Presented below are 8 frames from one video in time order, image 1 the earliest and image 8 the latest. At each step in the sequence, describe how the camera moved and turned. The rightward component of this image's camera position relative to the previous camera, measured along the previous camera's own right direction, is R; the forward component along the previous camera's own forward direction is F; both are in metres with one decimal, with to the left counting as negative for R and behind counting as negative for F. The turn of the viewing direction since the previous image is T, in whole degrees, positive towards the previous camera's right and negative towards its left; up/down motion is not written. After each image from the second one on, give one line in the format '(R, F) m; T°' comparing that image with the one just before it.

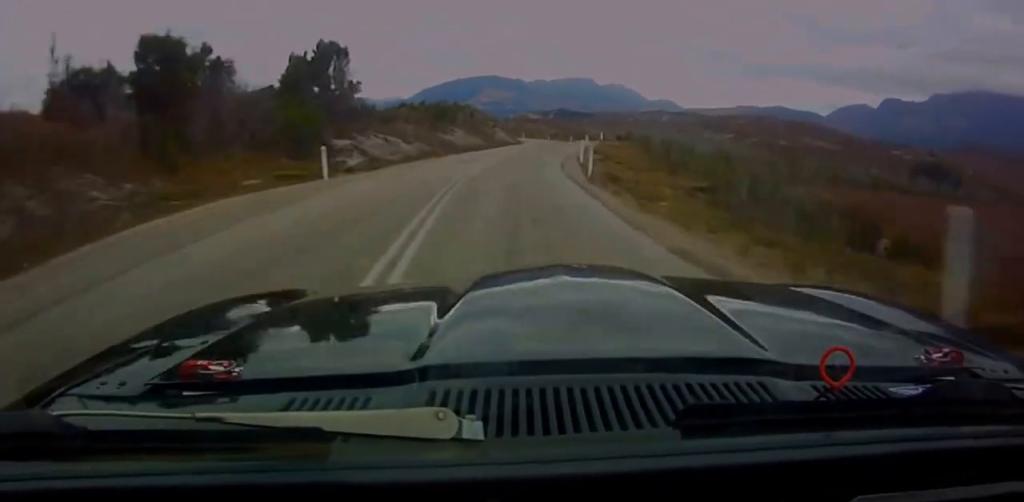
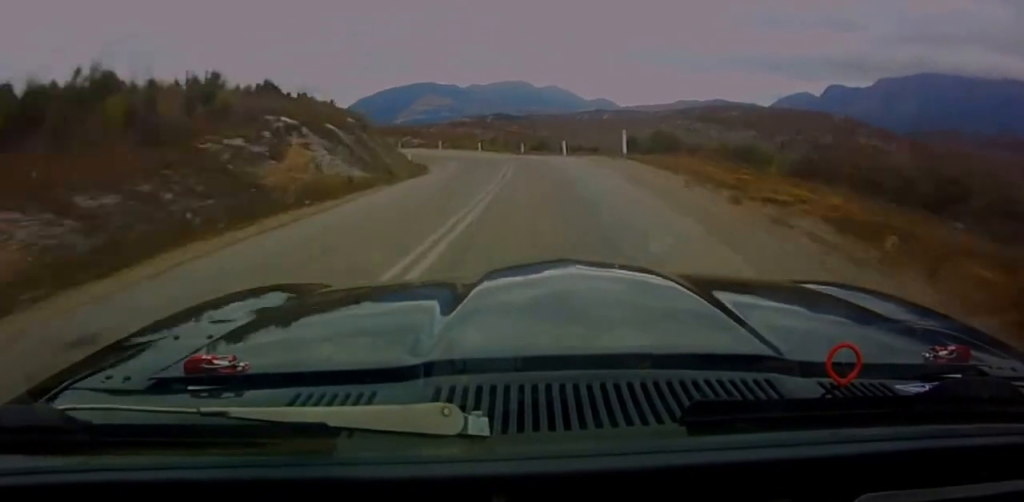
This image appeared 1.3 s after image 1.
(+0.3, +47.6) m; -4°
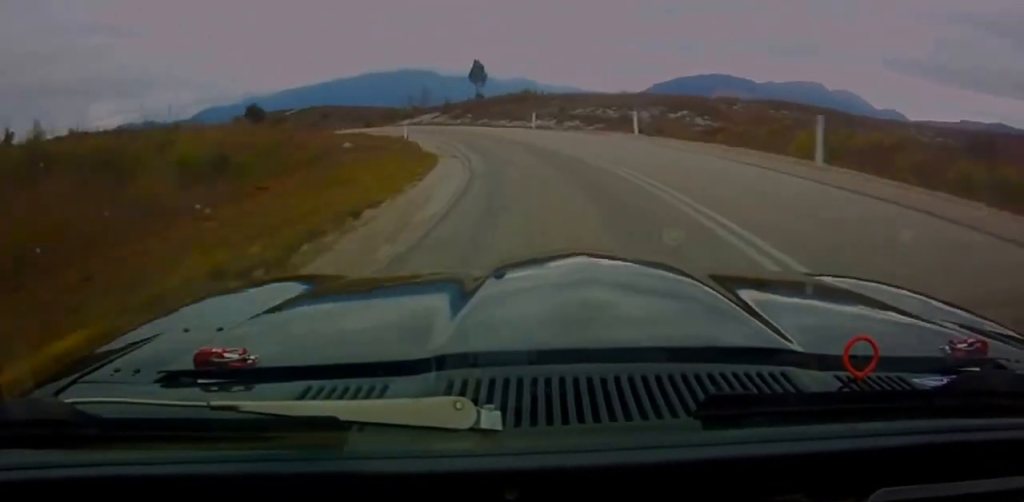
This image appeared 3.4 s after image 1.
(-13.6, +69.2) m; -24°
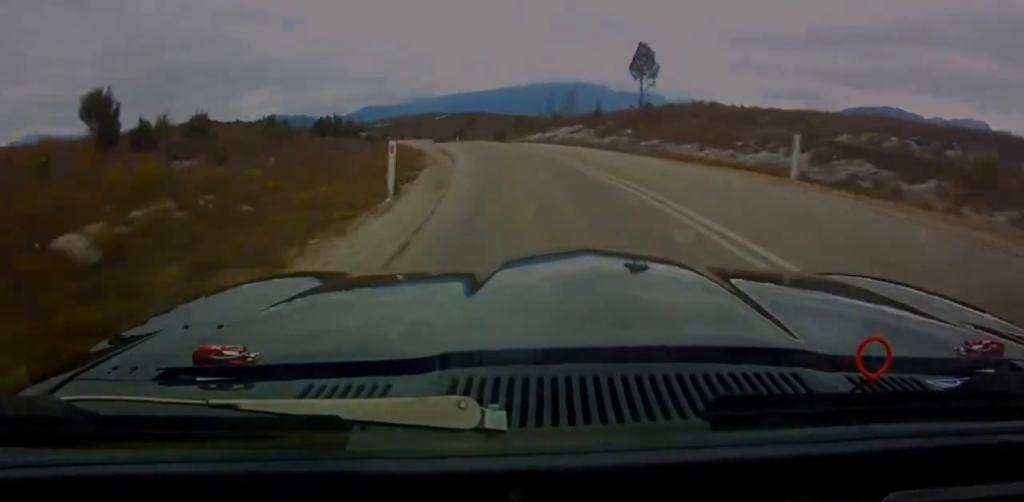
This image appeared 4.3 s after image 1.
(-2.1, +28.8) m; -10°
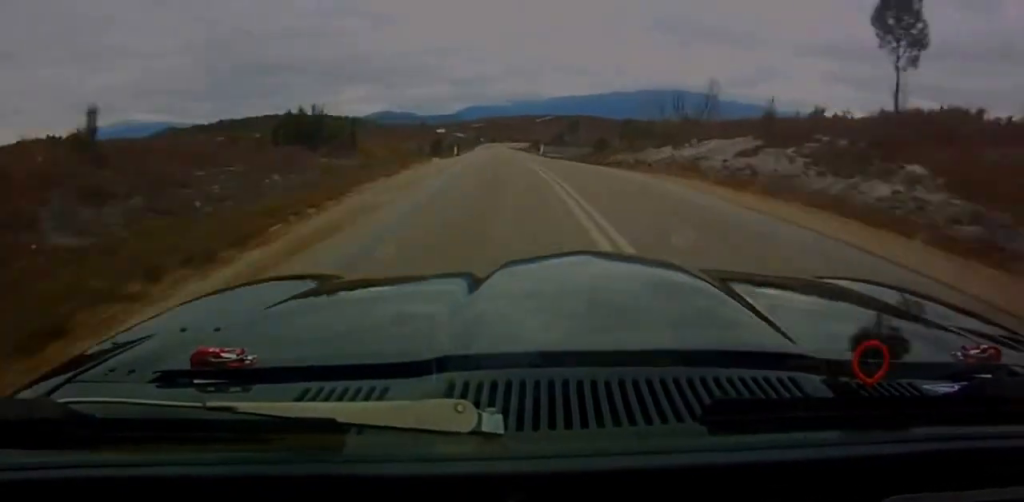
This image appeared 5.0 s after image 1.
(-2.4, +28.4) m; -8°
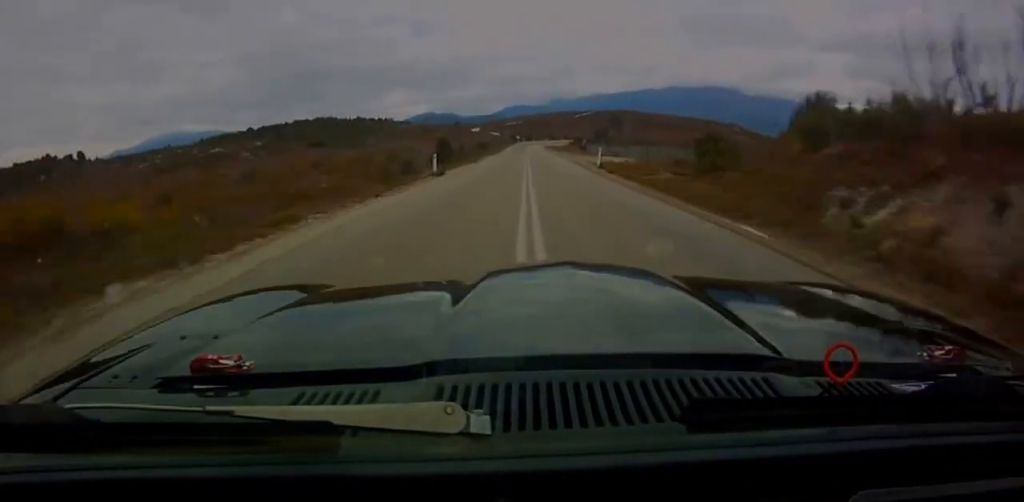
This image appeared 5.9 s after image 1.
(-2.9, +34.6) m; -5°
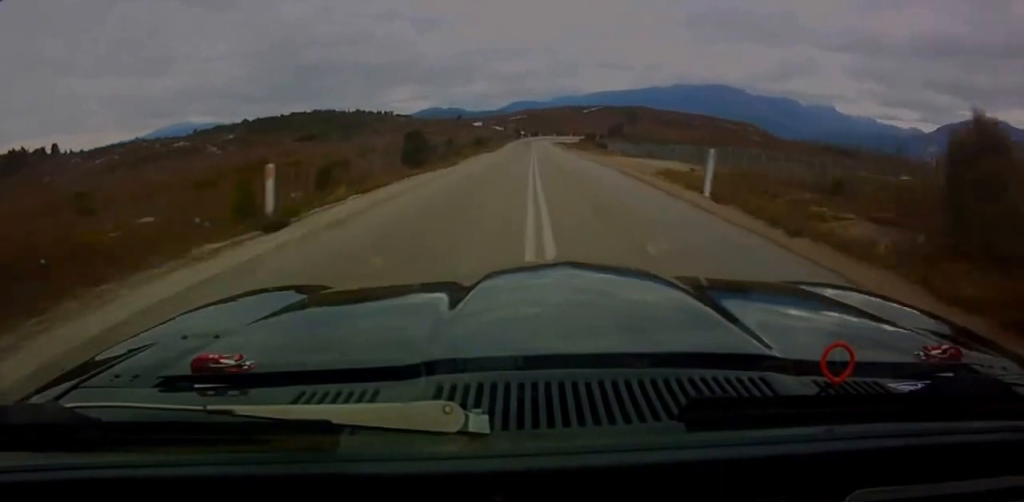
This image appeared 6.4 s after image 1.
(-0.7, +22.3) m; -1°
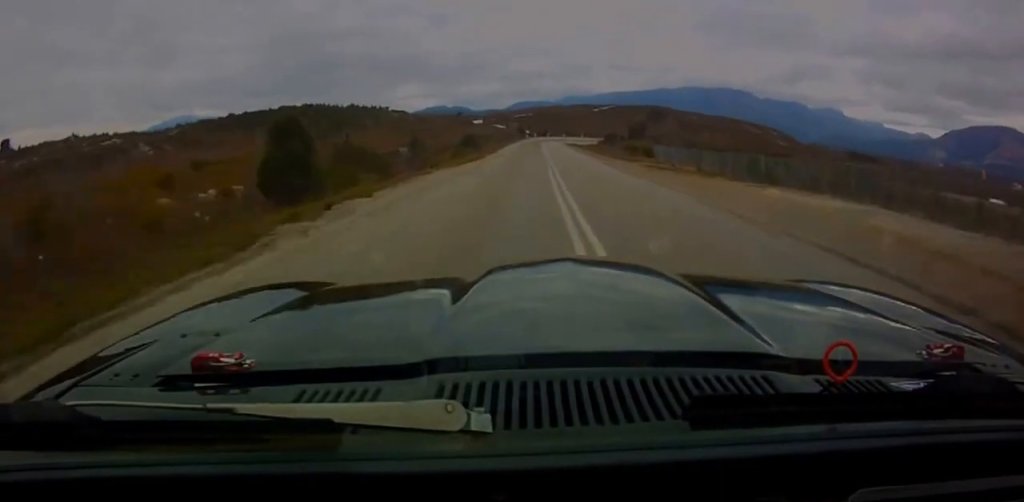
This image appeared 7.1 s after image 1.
(+0.1, +28.6) m; 0°
